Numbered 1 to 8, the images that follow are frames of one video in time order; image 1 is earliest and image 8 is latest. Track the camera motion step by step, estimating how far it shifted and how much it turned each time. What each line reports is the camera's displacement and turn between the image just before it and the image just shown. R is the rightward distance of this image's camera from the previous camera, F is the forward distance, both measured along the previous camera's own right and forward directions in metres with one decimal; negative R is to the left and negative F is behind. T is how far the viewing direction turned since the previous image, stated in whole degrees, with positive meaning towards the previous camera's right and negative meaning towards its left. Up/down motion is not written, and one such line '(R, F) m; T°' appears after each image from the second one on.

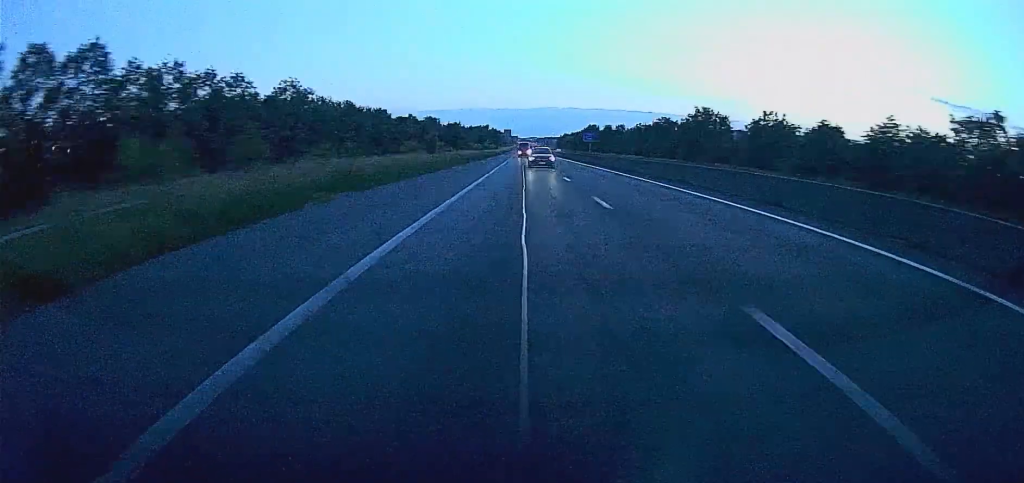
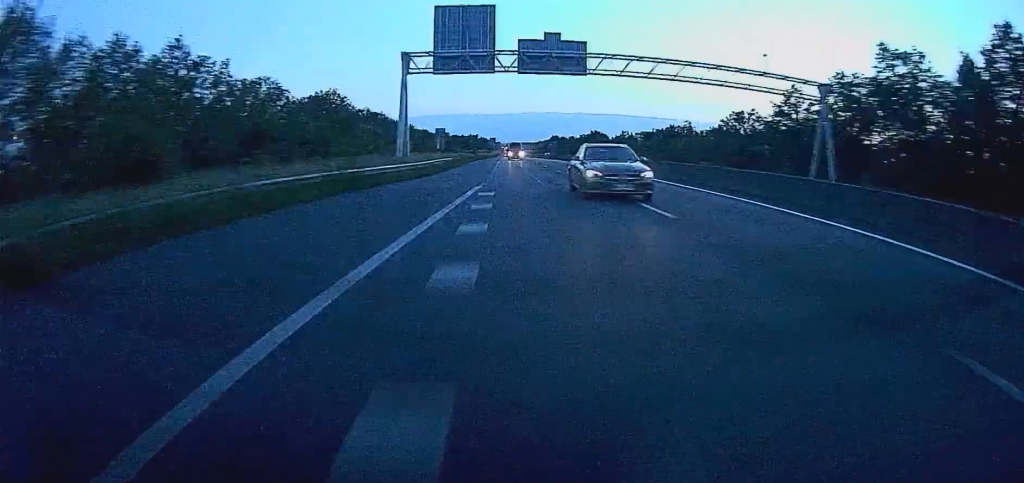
(+0.9, +134.2) m; 0°
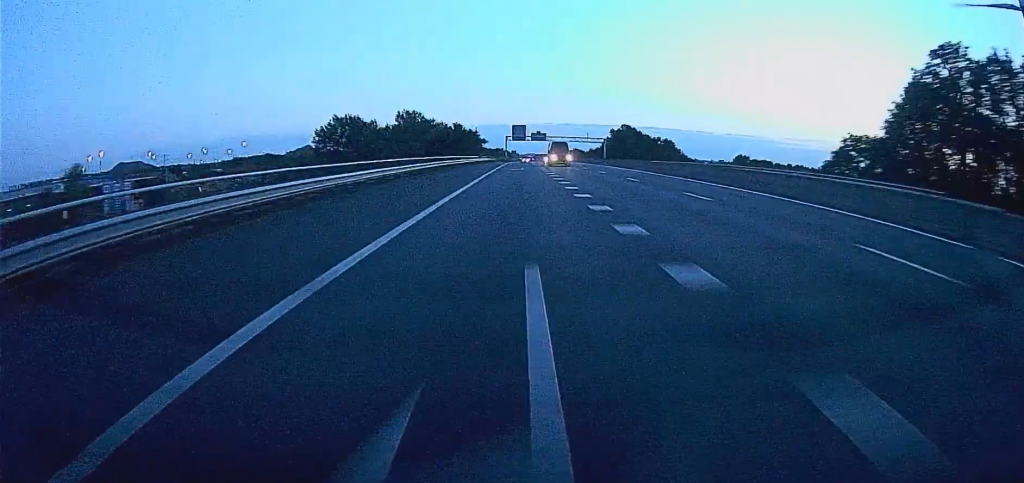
(+0.8, +166.3) m; 0°
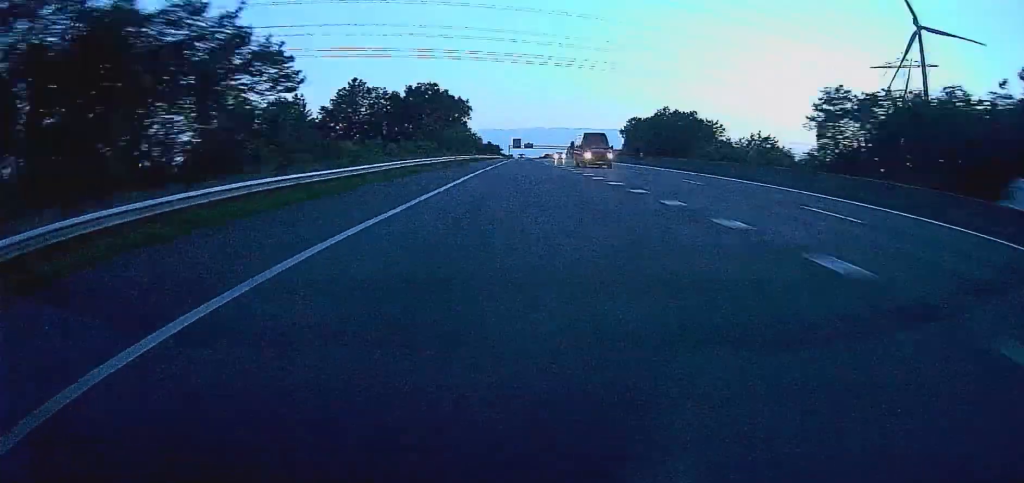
(-1.4, +124.7) m; 0°
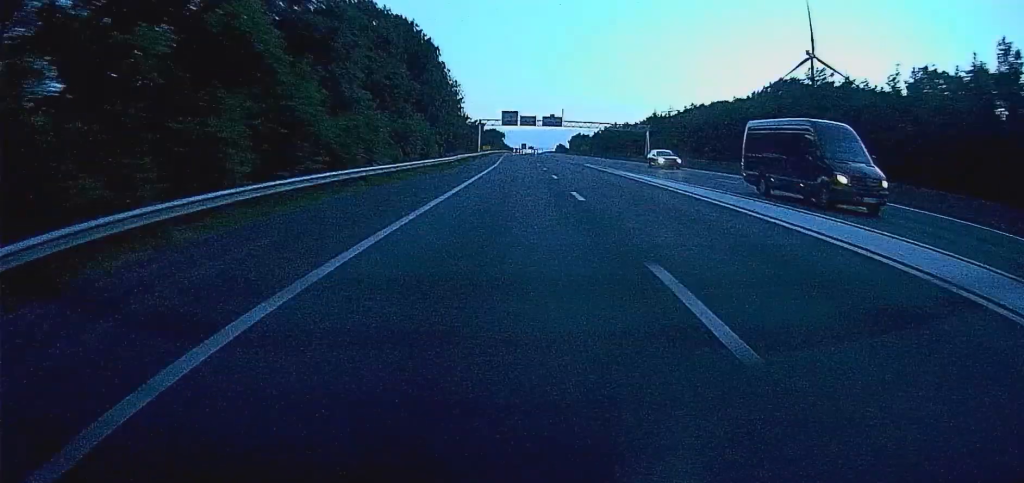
(-1.7, +221.2) m; +2°
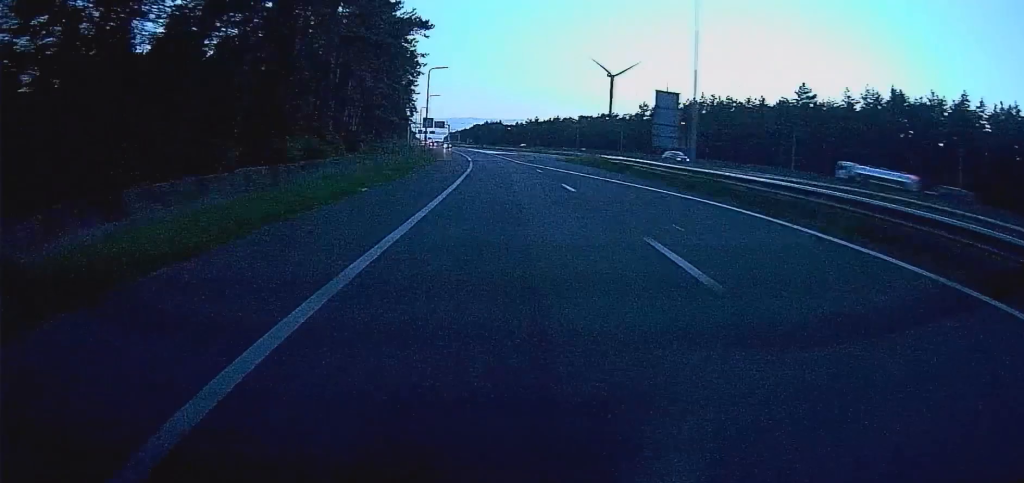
(+46.0, +373.2) m; +28°
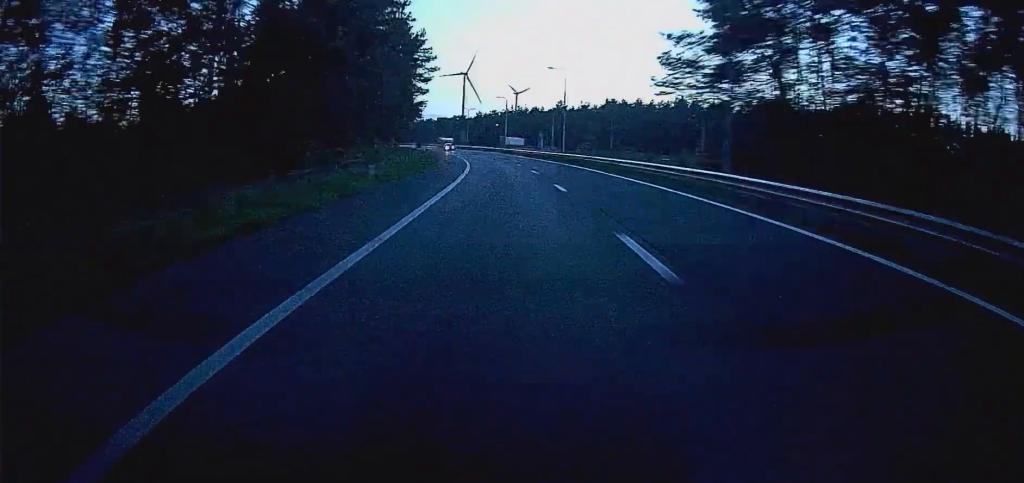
(-15.2, +114.0) m; +13°
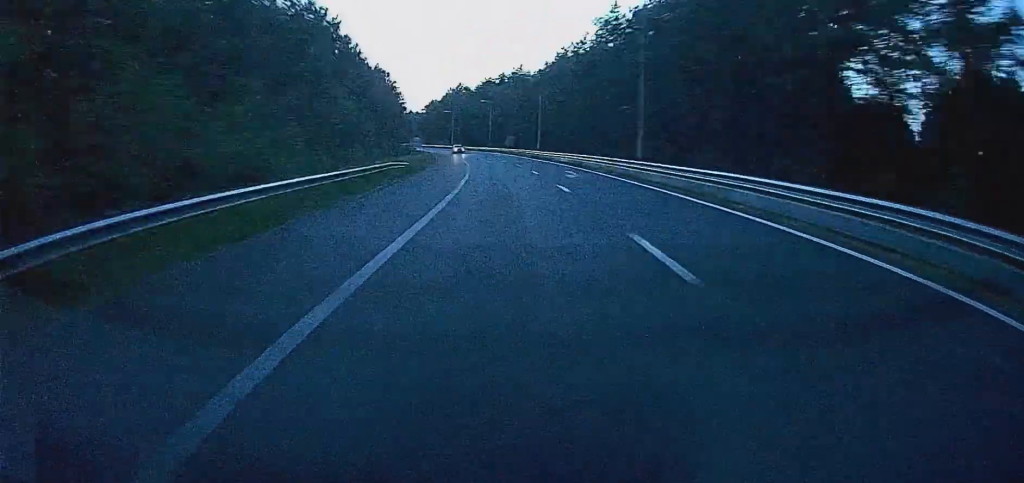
(+59.8, +151.0) m; +25°
